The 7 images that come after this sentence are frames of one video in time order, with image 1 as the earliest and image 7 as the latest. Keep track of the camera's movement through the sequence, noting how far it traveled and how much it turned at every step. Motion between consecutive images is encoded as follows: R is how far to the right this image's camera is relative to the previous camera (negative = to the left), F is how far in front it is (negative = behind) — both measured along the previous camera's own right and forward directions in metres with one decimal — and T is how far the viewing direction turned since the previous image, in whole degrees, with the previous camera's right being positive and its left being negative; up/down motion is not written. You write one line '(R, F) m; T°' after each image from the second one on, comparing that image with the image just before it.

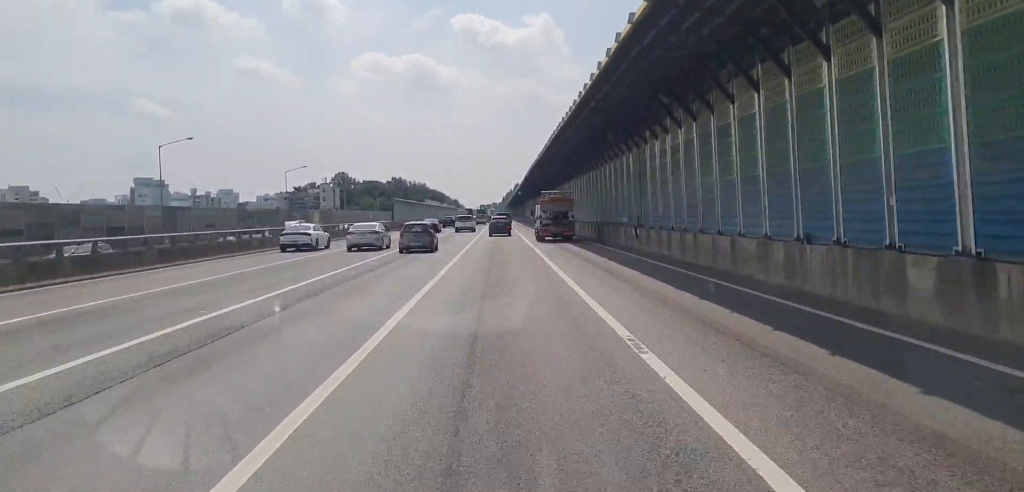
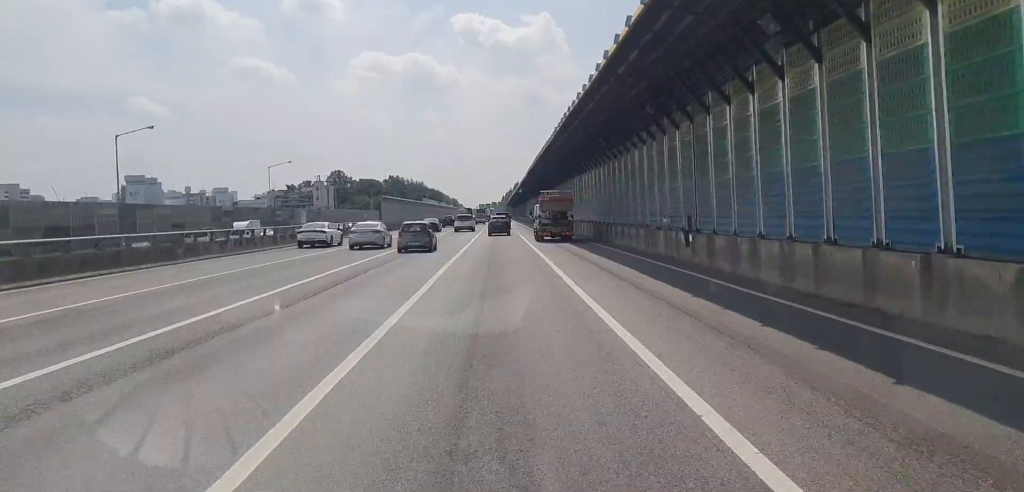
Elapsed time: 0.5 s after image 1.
(-0.2, +9.5) m; 0°
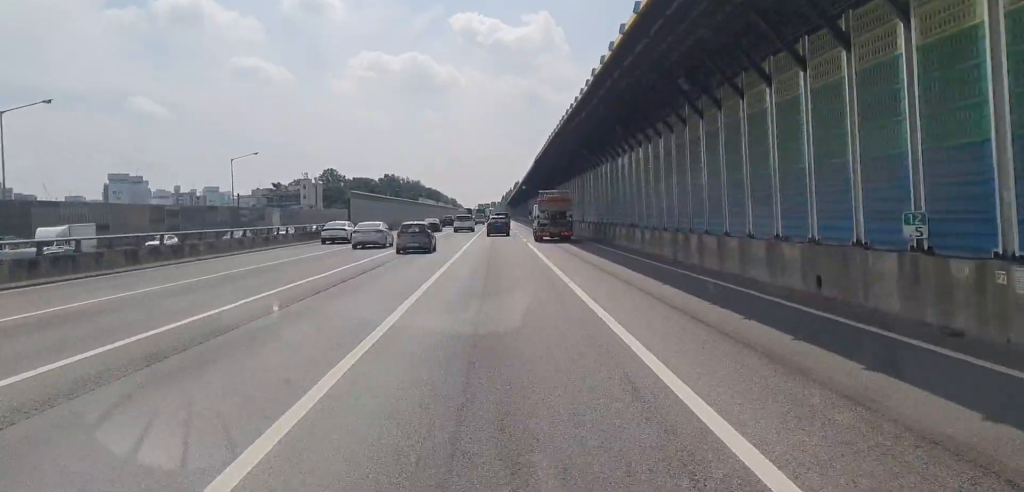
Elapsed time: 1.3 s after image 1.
(+0.3, +17.2) m; +1°
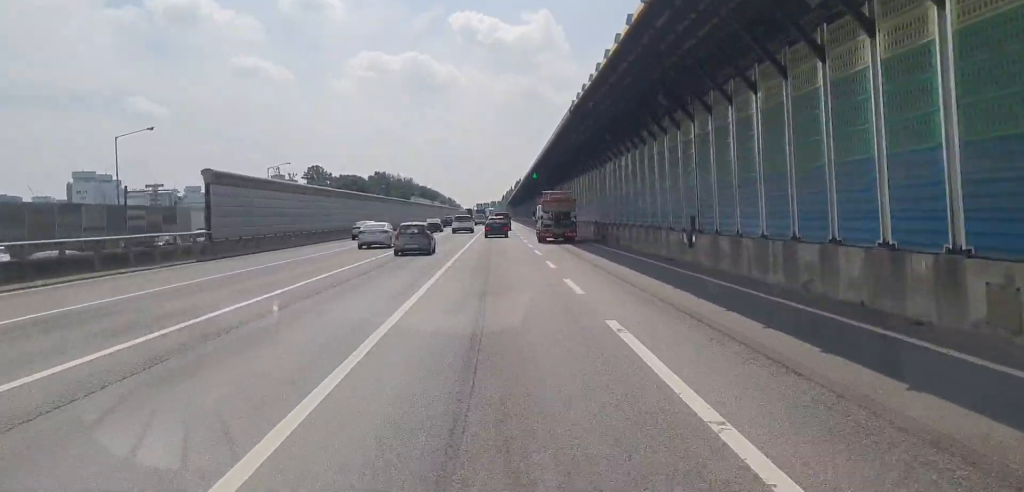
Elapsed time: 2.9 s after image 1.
(-0.3, +32.7) m; -2°
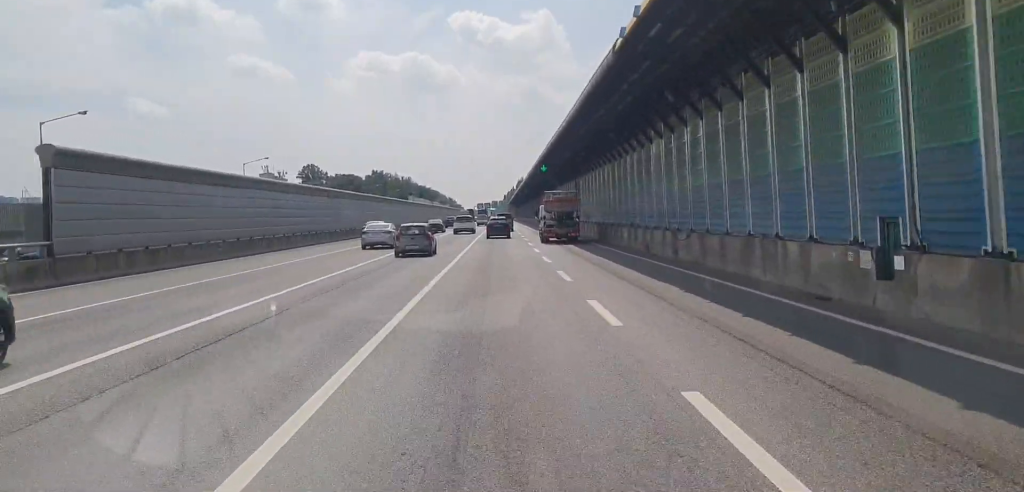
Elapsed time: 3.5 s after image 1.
(-0.3, +12.7) m; 0°
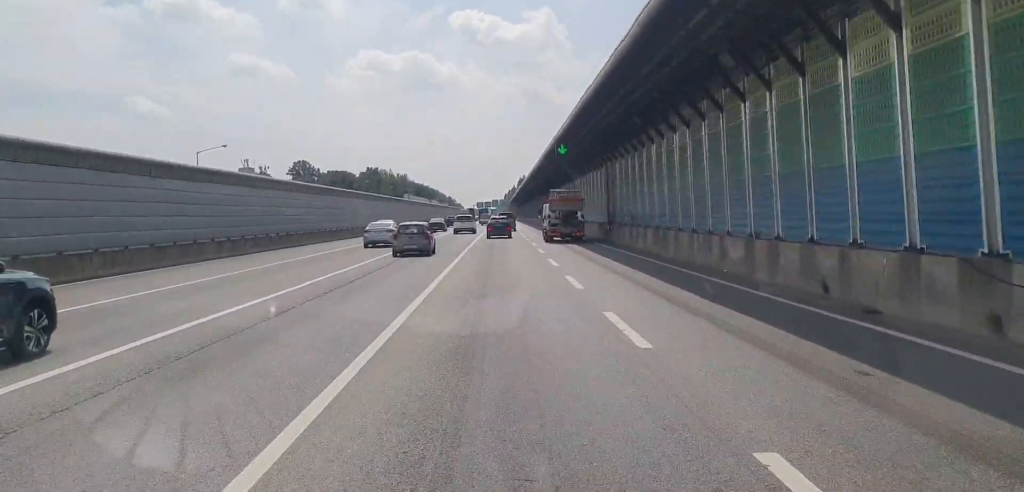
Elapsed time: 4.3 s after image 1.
(+0.3, +17.8) m; 0°
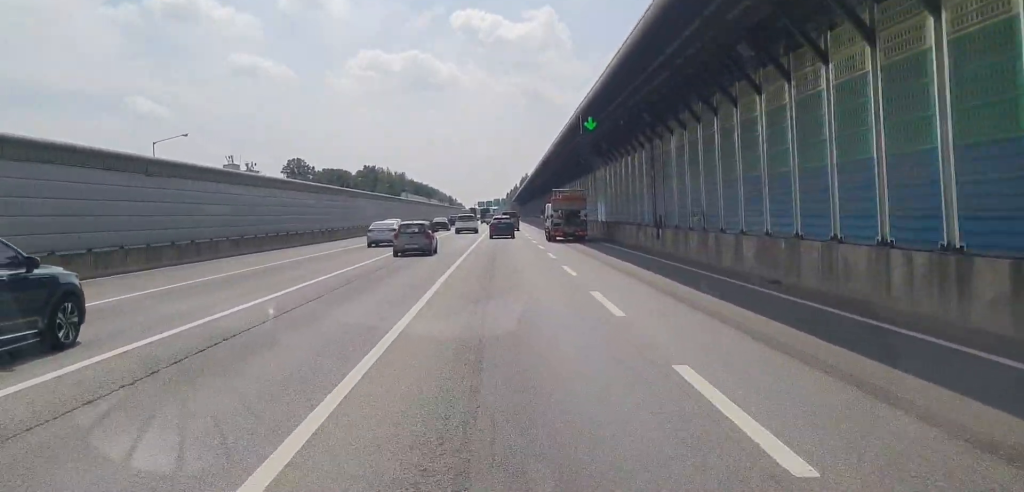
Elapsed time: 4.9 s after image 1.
(-0.1, +12.8) m; 0°
